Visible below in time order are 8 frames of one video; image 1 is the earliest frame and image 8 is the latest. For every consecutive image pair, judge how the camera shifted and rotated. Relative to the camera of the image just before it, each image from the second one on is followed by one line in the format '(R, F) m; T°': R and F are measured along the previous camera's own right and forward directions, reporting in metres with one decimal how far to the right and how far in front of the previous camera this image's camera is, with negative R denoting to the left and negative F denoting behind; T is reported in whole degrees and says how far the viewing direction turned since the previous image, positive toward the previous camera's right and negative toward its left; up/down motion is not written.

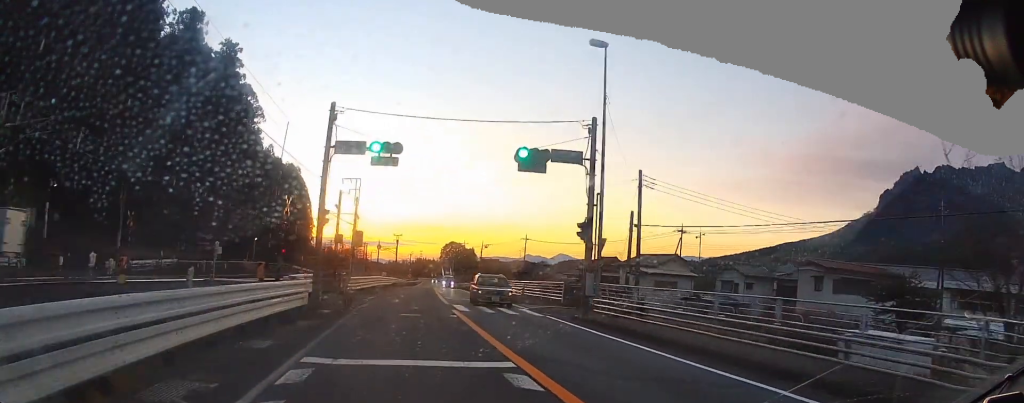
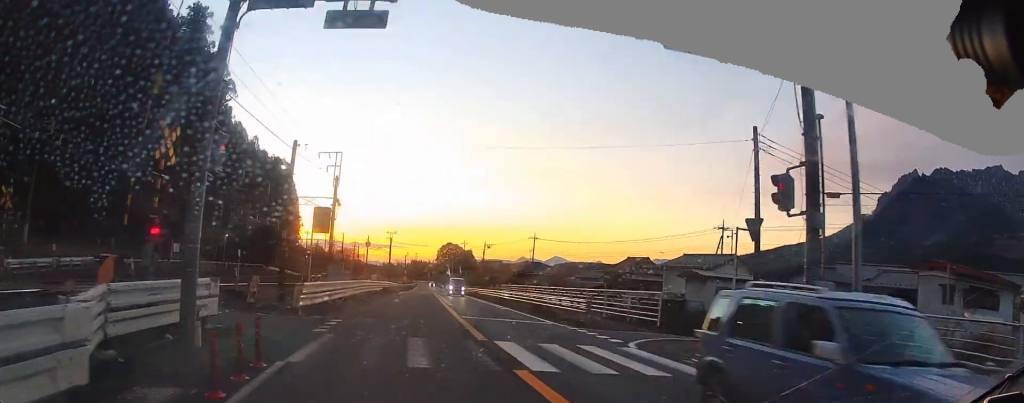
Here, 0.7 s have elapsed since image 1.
(+0.1, +12.4) m; +1°
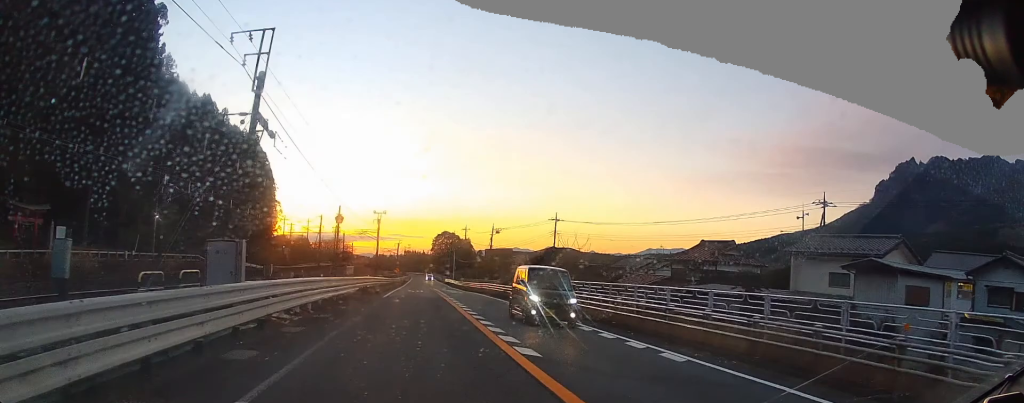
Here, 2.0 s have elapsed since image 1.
(+0.6, +18.9) m; +1°
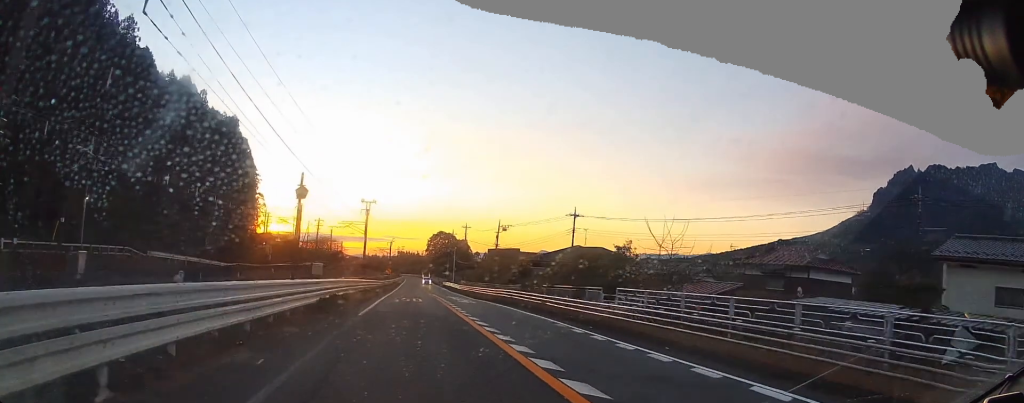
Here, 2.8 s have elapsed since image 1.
(-0.1, +11.4) m; -1°
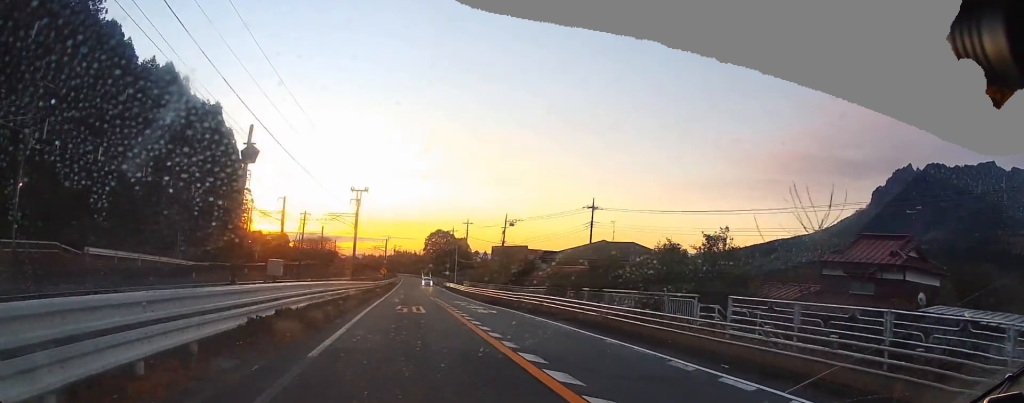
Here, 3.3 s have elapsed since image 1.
(-0.1, +8.1) m; -1°
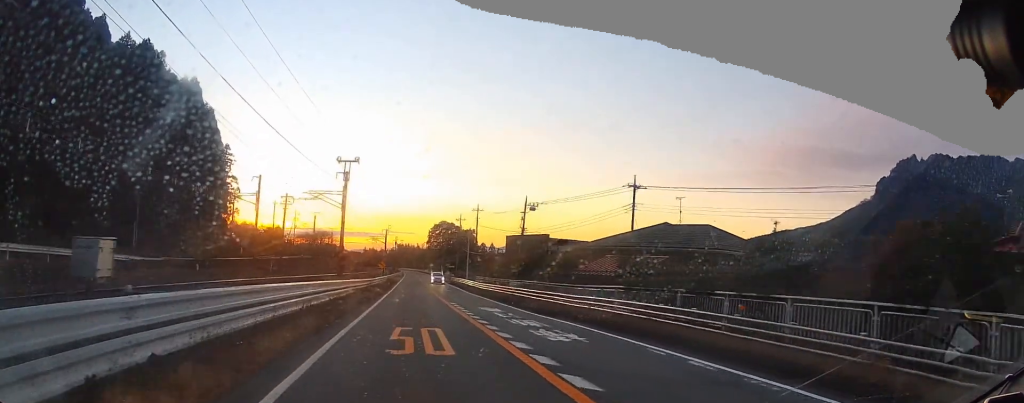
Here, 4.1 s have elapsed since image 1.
(-0.1, +11.5) m; +1°
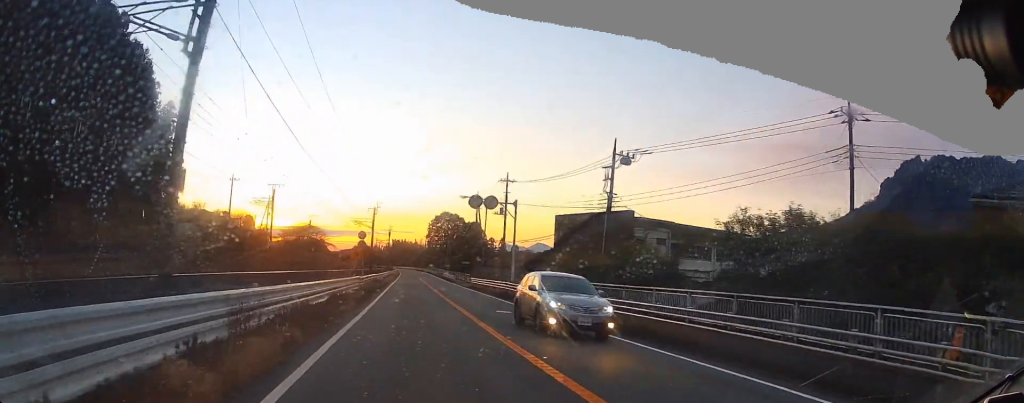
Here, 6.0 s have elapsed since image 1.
(+0.8, +28.8) m; +3°
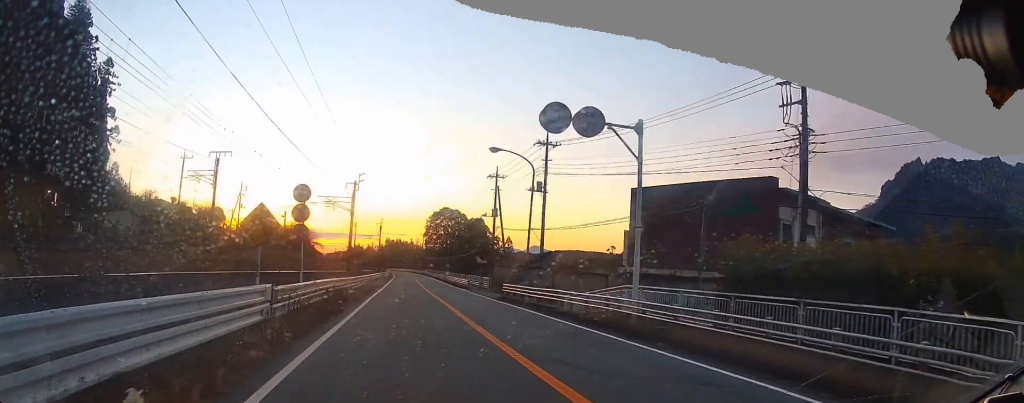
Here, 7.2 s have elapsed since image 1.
(+0.3, +19.9) m; 0°
